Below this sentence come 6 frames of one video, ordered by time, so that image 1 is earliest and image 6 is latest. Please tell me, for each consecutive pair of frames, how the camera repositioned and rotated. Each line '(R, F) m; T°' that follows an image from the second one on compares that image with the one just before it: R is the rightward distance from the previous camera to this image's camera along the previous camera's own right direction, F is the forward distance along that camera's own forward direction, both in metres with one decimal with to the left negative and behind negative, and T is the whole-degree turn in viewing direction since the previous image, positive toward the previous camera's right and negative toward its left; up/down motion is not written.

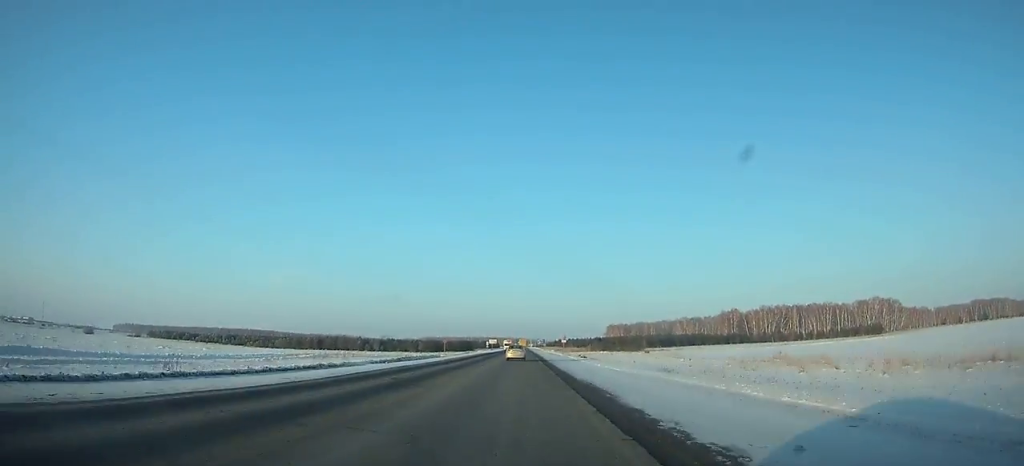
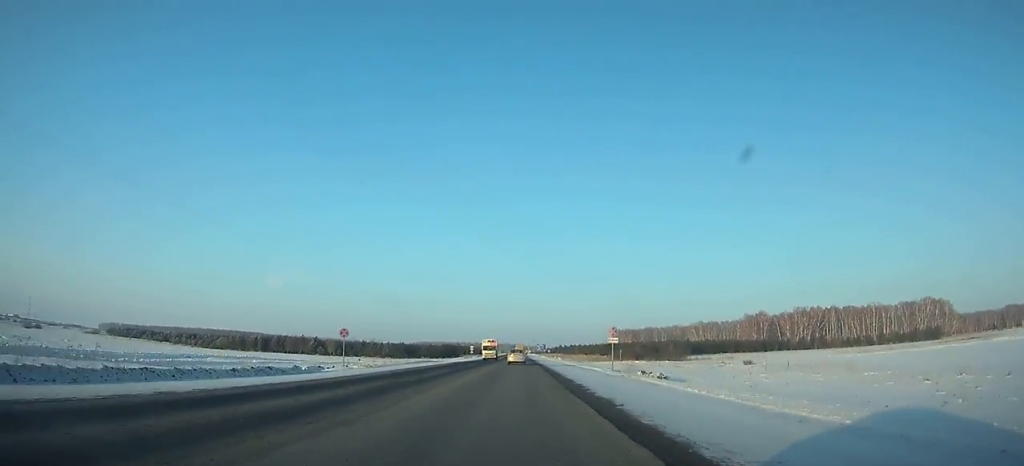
(0.0, +51.6) m; 0°
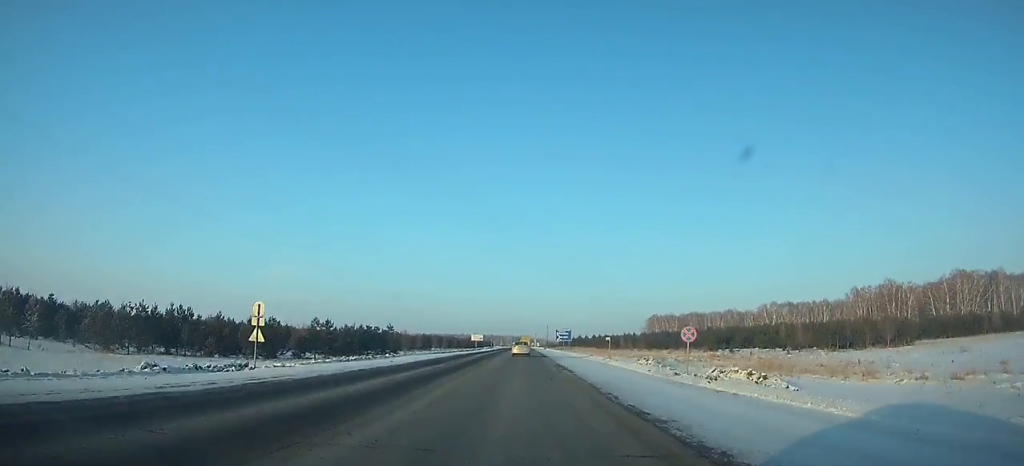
(-0.7, +125.4) m; 0°
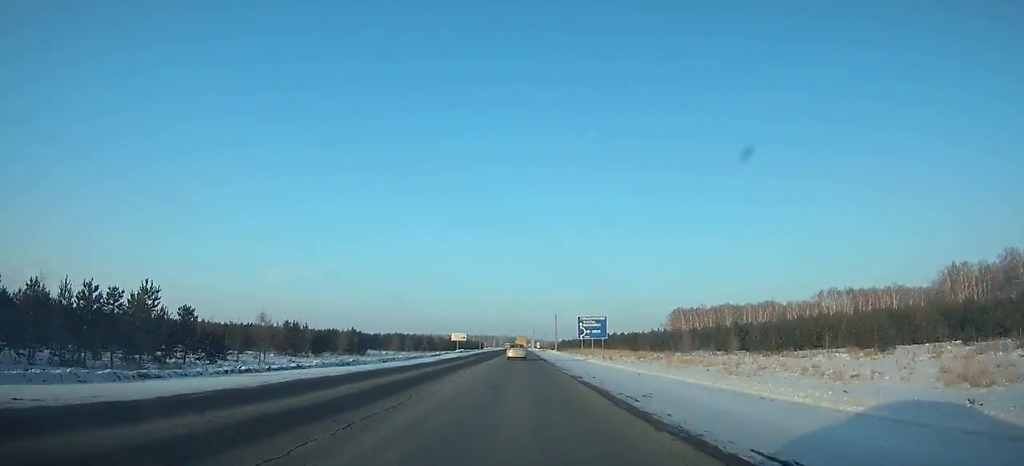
(+0.2, +68.6) m; 0°
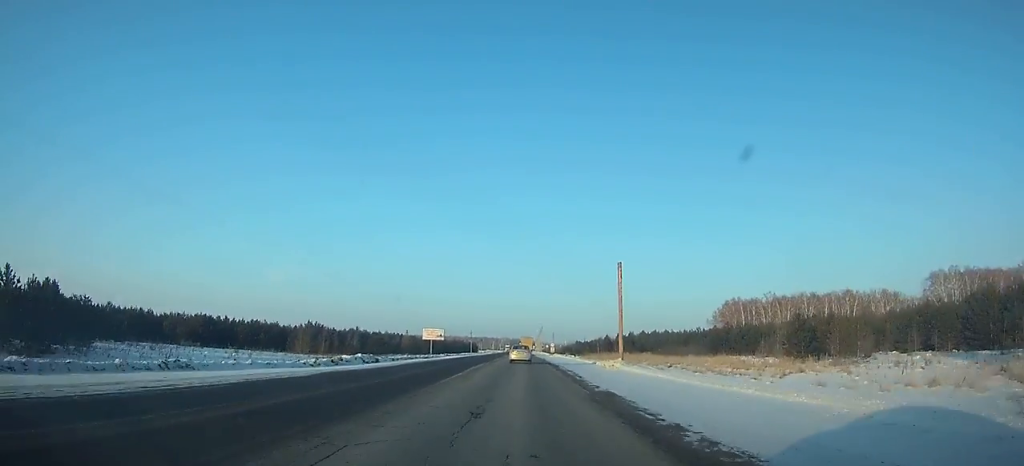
(+0.2, +75.2) m; 0°
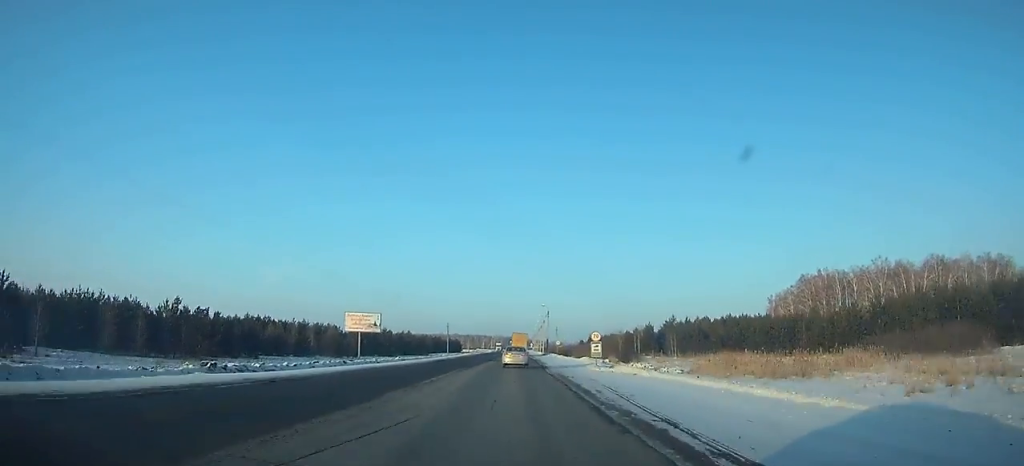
(+0.1, +68.7) m; 0°
